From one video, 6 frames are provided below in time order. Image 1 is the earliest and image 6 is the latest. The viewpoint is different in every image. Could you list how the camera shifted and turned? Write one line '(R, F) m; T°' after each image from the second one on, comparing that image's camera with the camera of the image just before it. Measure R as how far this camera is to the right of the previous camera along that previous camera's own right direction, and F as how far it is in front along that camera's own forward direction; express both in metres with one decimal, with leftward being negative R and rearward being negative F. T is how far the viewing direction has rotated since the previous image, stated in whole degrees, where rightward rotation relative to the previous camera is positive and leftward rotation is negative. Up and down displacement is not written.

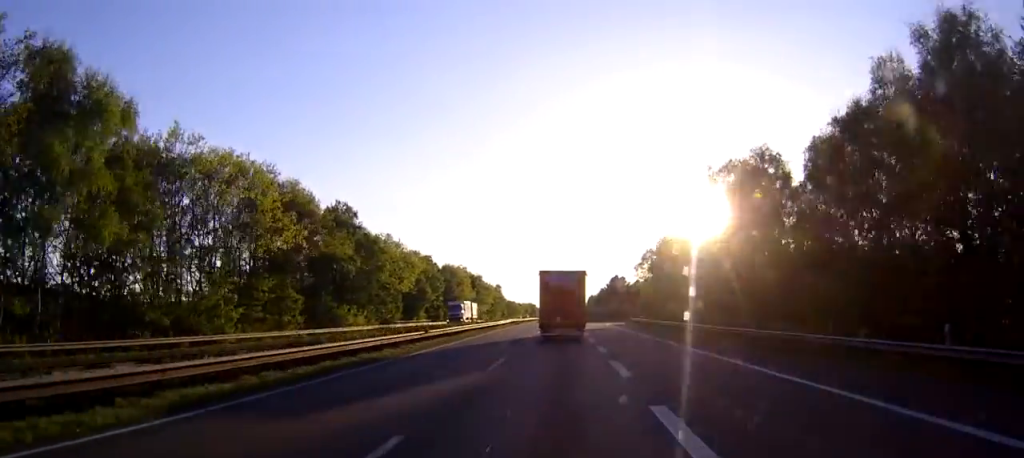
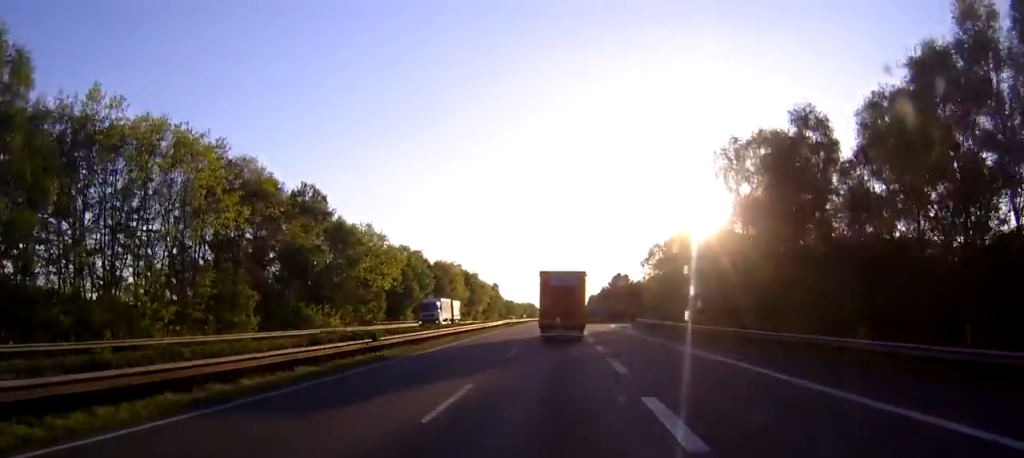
(0.0, +10.3) m; 0°
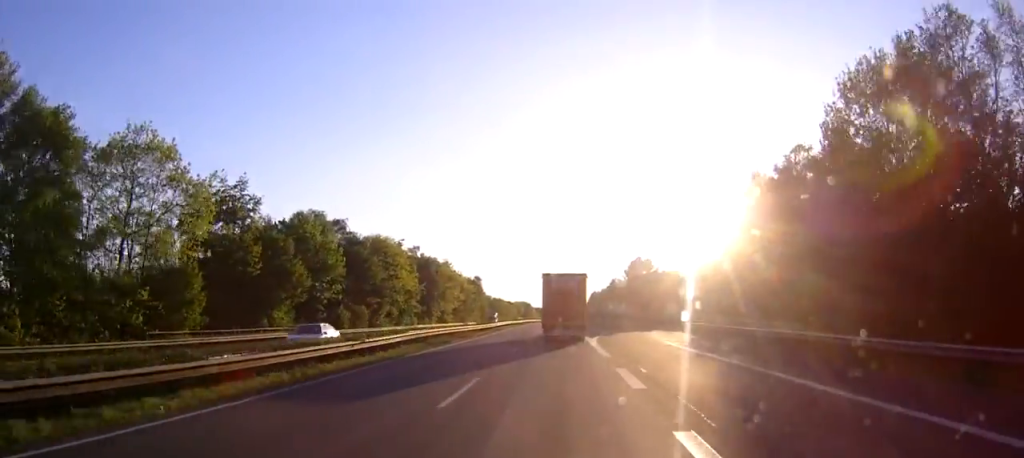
(+0.2, +52.3) m; 0°
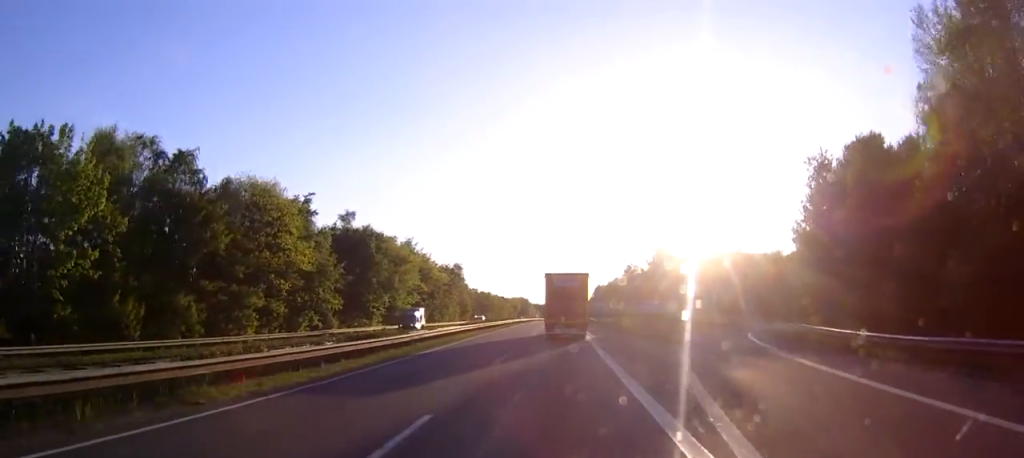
(-0.2, +42.8) m; 0°
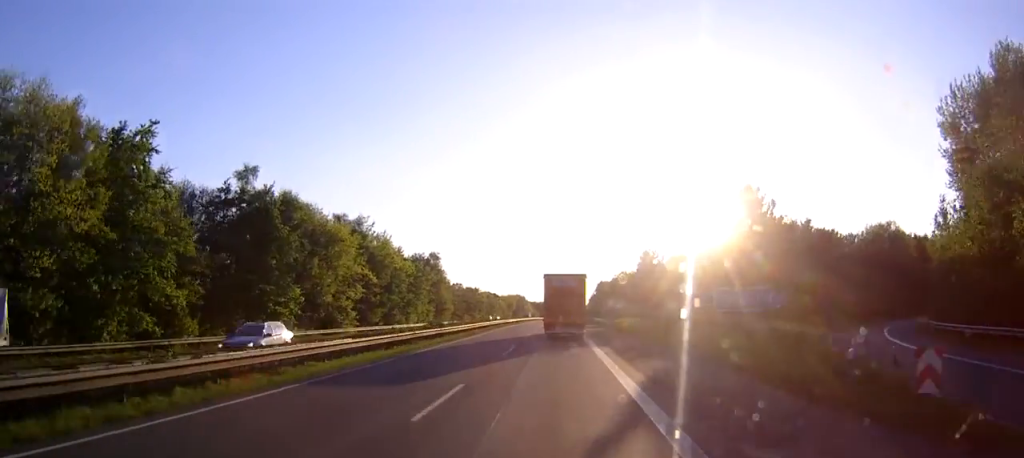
(+0.1, +31.0) m; 0°
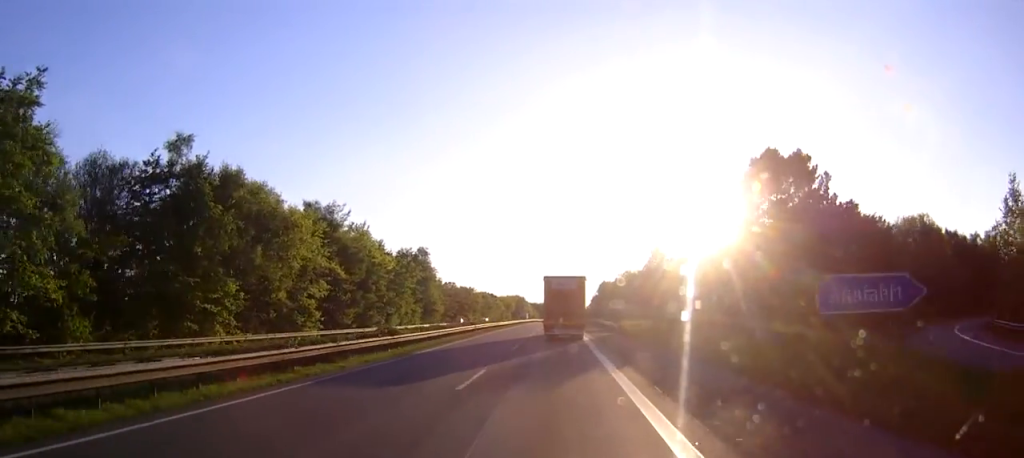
(0.0, +12.7) m; 0°
